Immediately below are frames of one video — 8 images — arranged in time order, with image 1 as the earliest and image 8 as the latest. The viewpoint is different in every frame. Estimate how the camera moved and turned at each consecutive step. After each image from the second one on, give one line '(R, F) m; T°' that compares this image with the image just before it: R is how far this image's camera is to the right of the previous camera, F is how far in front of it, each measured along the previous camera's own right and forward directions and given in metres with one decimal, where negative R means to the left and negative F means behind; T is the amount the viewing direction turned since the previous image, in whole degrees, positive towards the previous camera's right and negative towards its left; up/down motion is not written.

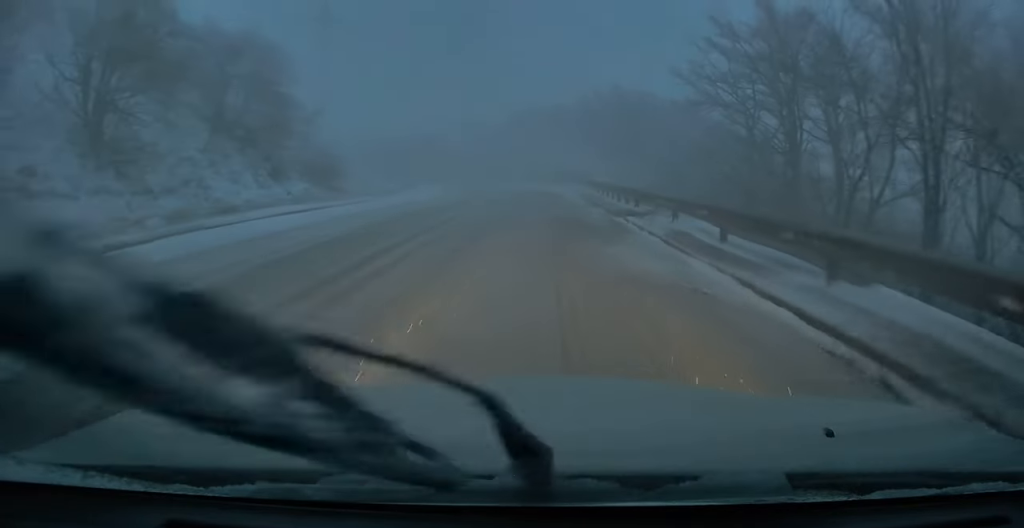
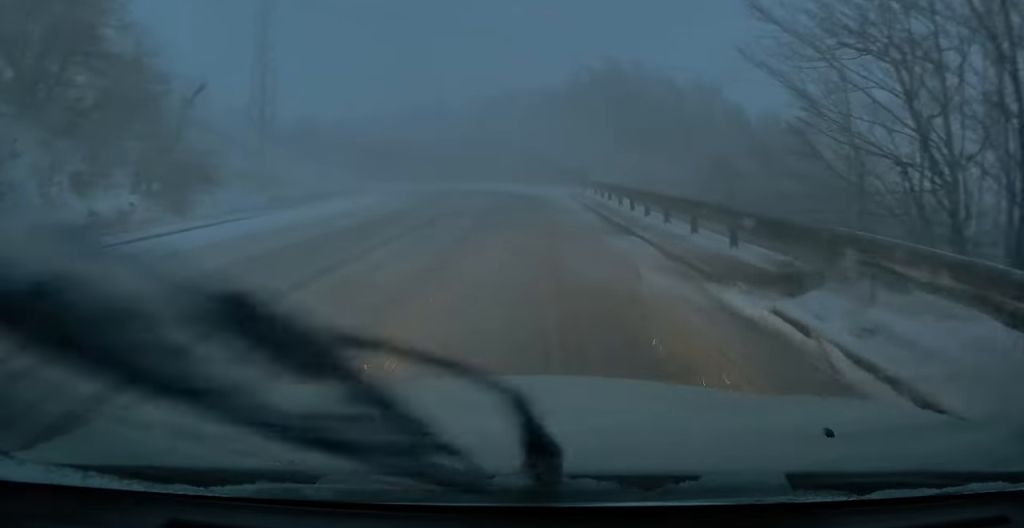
(+0.3, +11.7) m; 0°
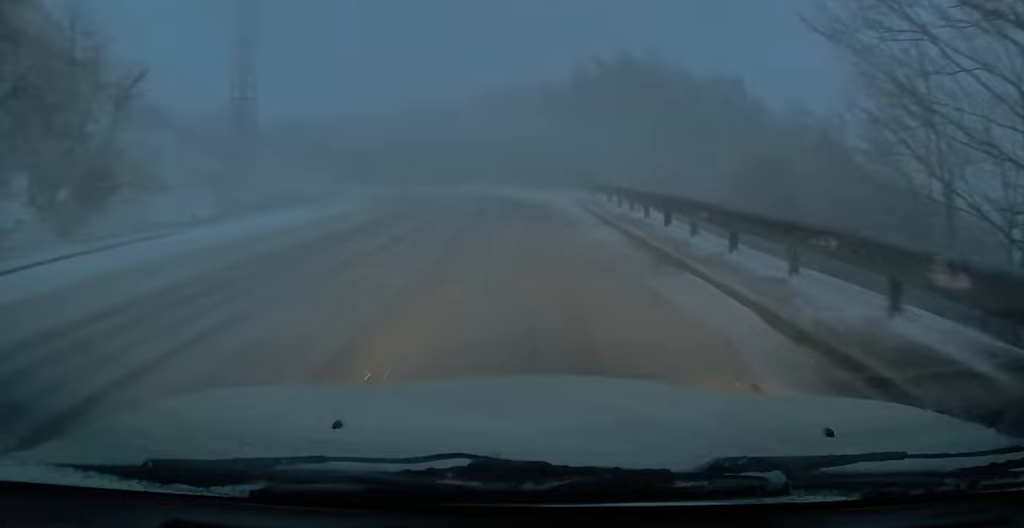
(-0.2, +4.5) m; -1°
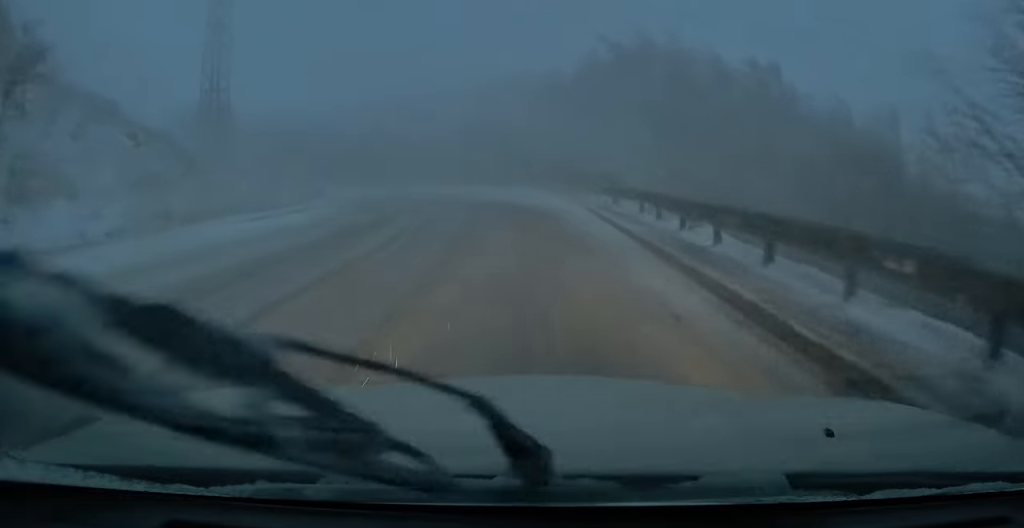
(0.0, +5.5) m; +2°
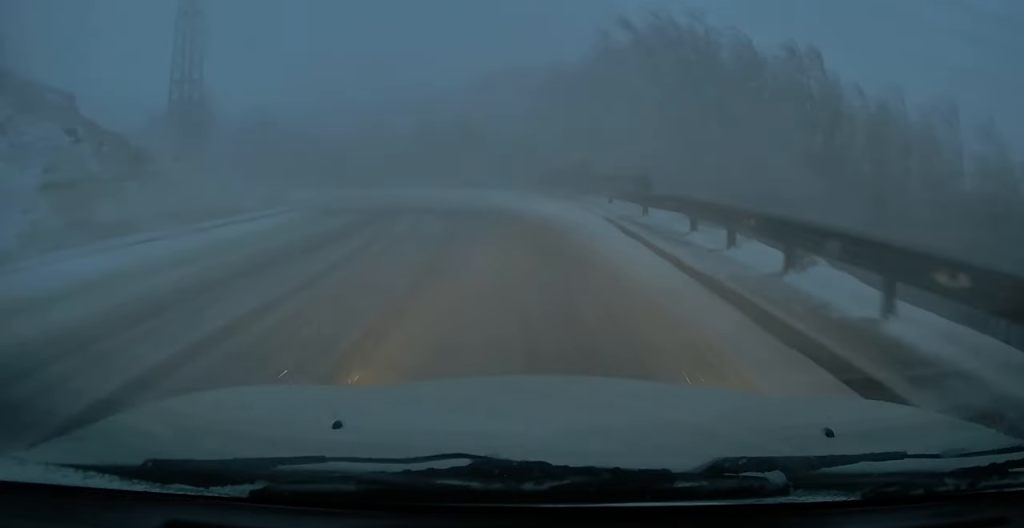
(+0.1, +4.7) m; +2°
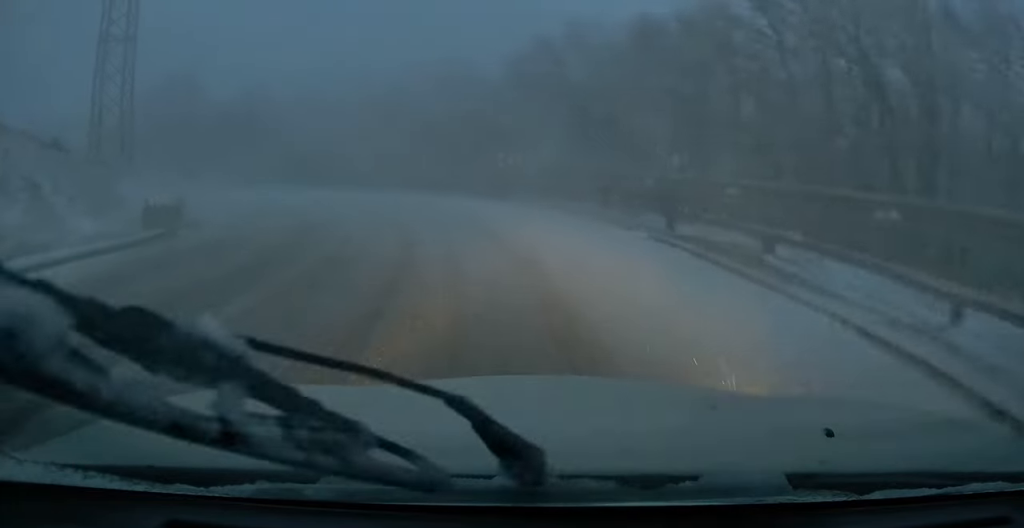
(-0.6, +14.5) m; -10°
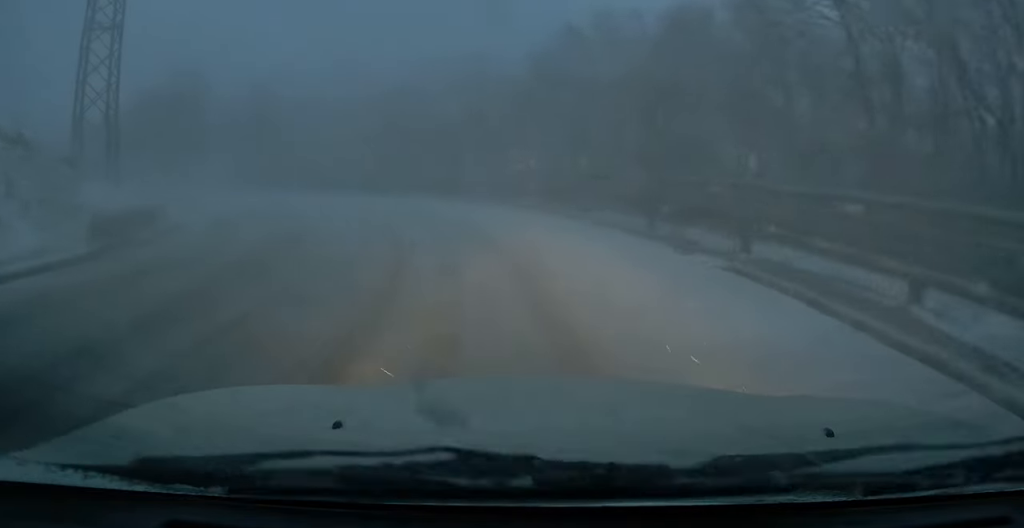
(-0.1, +3.2) m; -4°
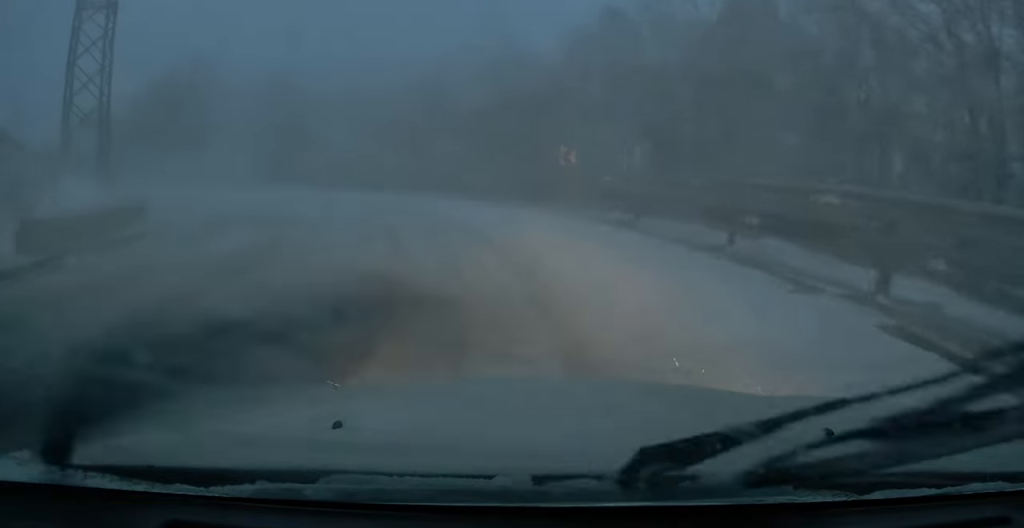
(-0.1, +3.2) m; -4°
